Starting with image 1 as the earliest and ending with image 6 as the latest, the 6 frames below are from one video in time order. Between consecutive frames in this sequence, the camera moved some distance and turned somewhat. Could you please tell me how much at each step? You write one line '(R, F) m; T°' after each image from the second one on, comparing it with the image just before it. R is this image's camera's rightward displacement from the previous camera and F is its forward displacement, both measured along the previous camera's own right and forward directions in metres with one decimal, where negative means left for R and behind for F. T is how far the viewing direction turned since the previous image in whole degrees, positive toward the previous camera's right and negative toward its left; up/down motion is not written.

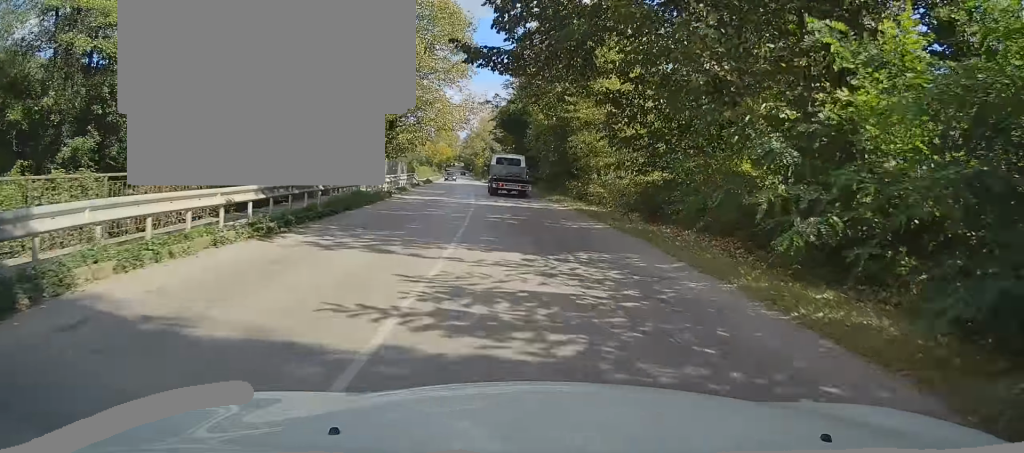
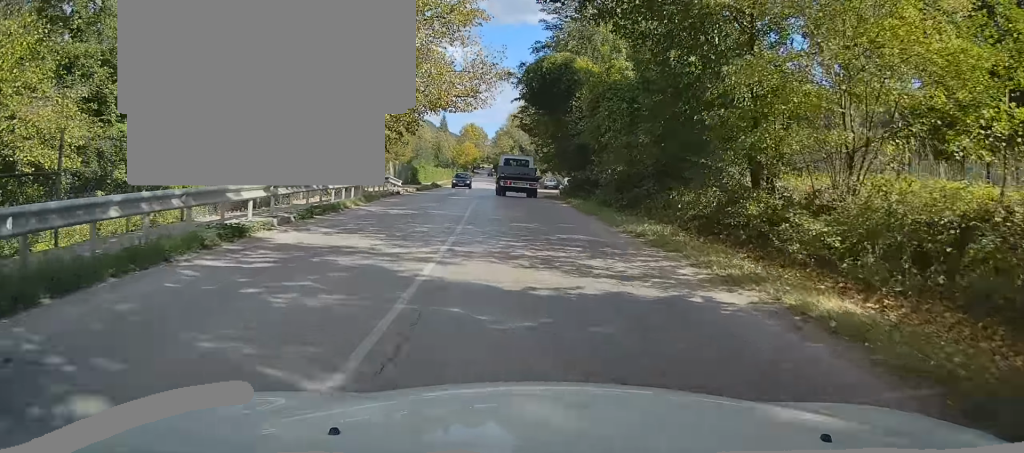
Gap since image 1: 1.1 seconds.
(-0.5, +17.5) m; -3°
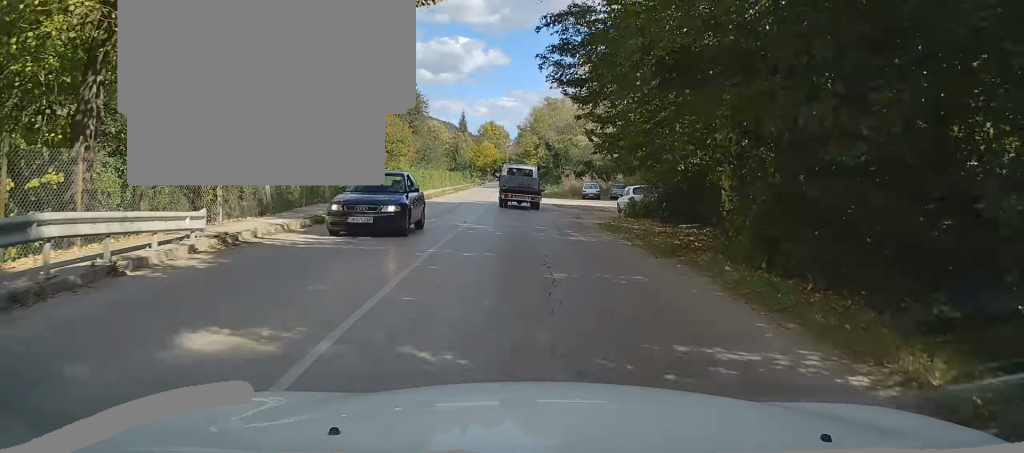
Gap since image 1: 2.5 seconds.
(-0.4, +23.8) m; -1°
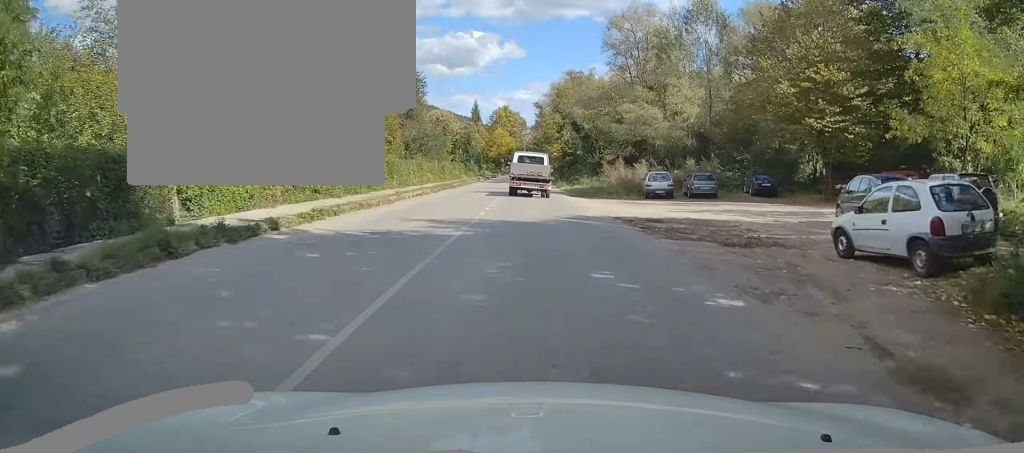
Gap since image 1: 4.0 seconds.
(-0.3, +23.8) m; -2°
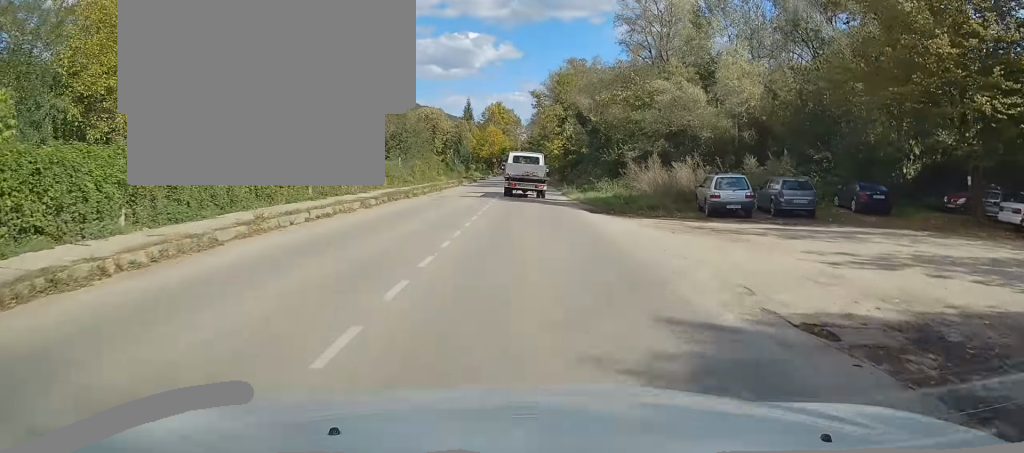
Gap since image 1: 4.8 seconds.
(-0.2, +13.7) m; -1°
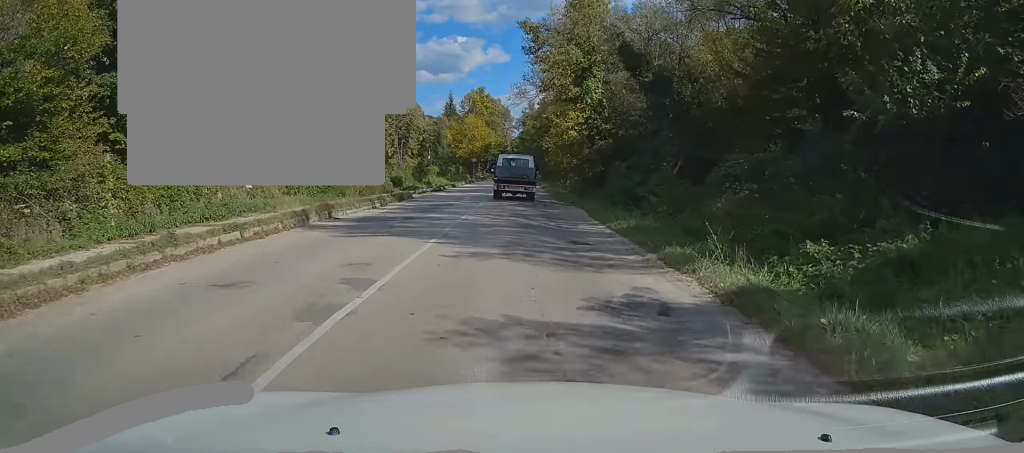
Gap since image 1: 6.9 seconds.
(+0.3, +34.6) m; +2°
